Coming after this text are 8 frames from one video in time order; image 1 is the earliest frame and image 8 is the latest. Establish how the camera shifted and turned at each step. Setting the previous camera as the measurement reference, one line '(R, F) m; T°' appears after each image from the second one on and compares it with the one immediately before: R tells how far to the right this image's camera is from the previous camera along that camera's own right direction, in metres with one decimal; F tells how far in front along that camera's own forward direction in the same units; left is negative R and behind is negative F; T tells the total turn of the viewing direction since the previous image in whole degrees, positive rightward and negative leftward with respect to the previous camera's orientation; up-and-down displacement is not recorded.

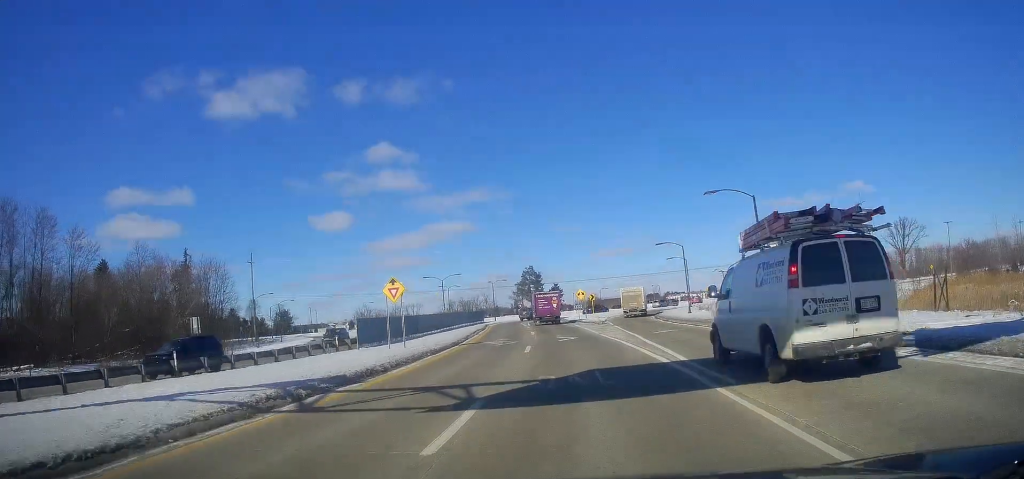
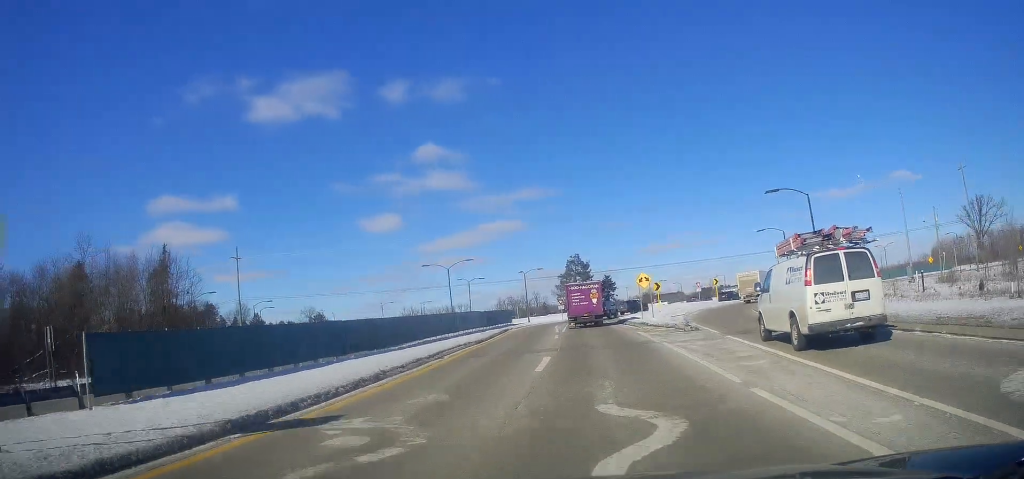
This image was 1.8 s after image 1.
(-0.7, +20.5) m; -6°
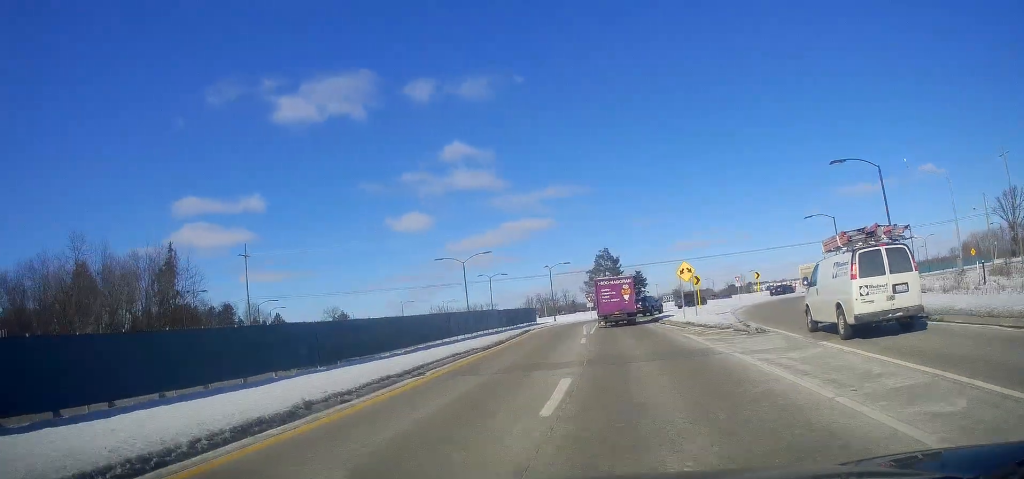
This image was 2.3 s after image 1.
(-0.1, +5.6) m; -3°
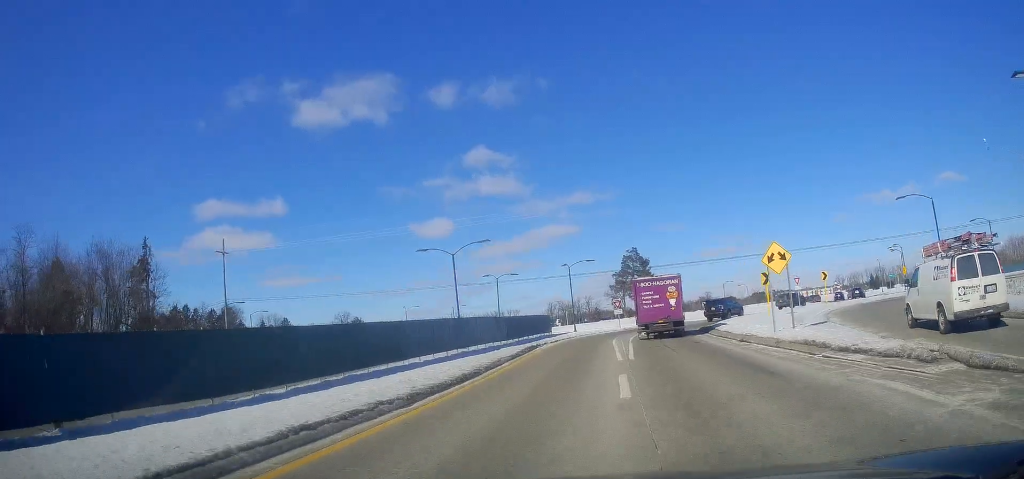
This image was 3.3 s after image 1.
(-0.4, +13.3) m; -1°
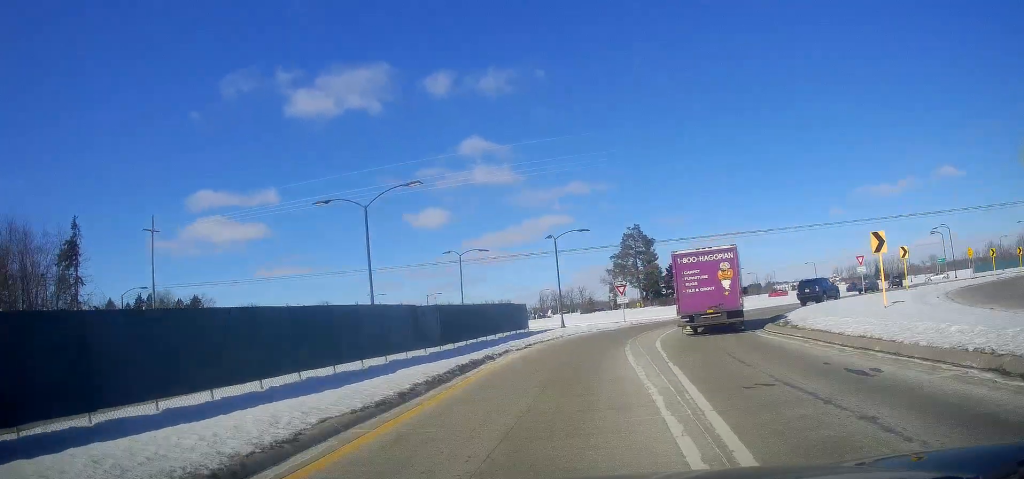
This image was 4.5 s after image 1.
(+0.2, +15.5) m; +3°
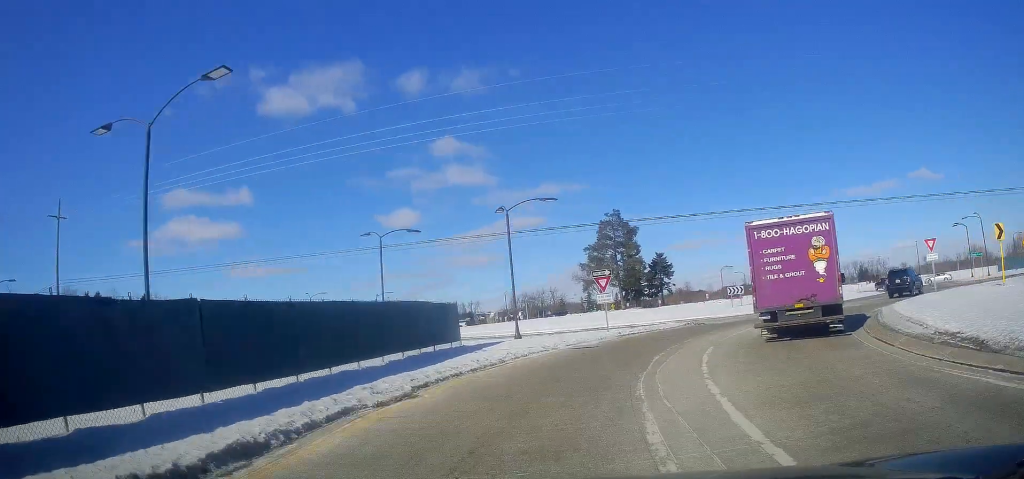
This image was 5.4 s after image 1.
(+0.4, +12.0) m; +5°
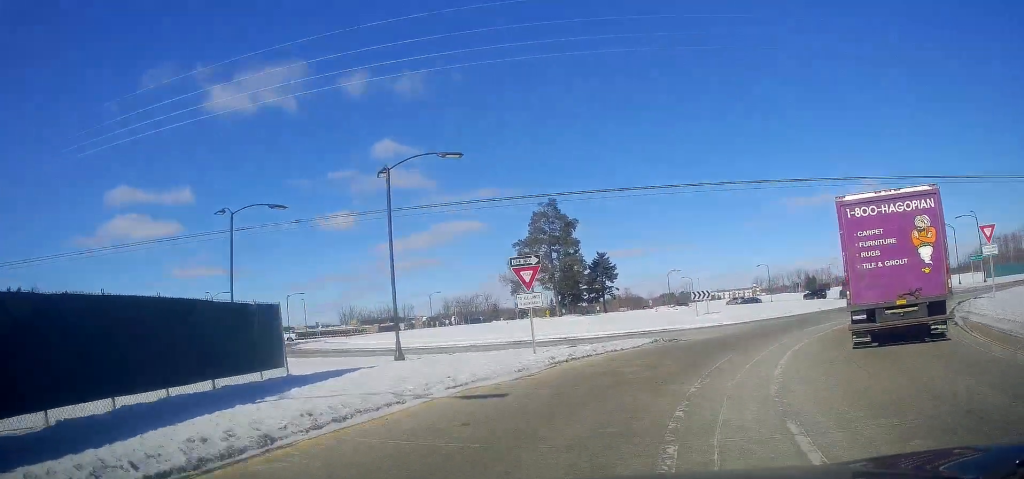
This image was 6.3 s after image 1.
(+0.6, +9.9) m; +5°
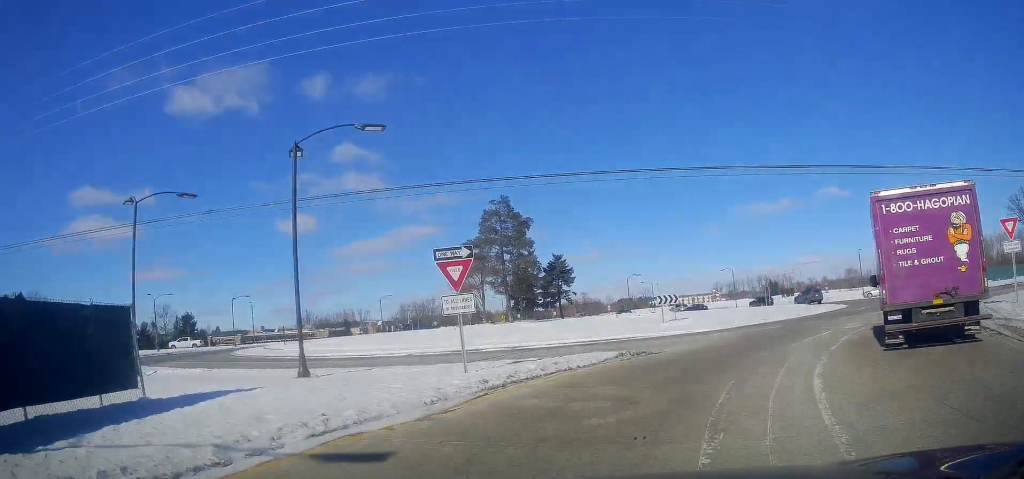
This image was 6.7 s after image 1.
(+0.1, +3.7) m; +5°
